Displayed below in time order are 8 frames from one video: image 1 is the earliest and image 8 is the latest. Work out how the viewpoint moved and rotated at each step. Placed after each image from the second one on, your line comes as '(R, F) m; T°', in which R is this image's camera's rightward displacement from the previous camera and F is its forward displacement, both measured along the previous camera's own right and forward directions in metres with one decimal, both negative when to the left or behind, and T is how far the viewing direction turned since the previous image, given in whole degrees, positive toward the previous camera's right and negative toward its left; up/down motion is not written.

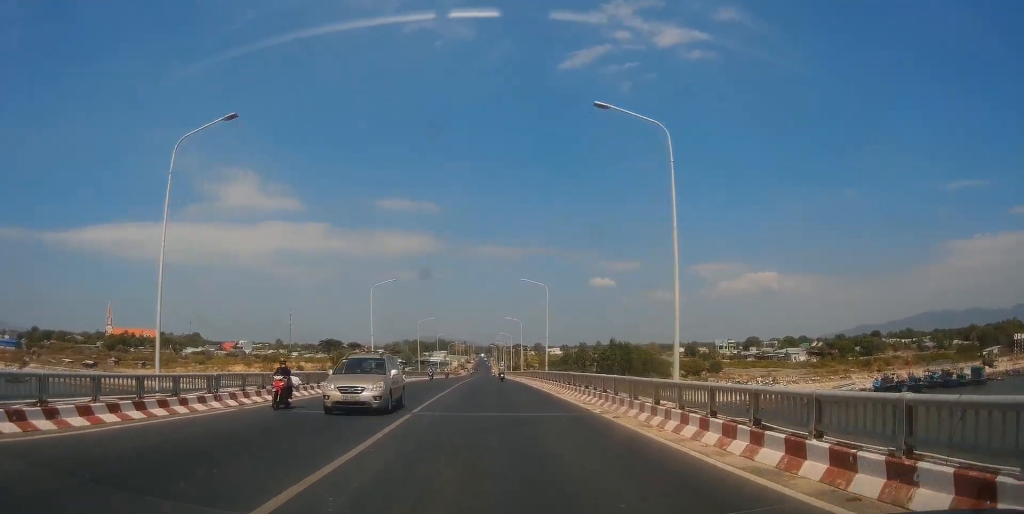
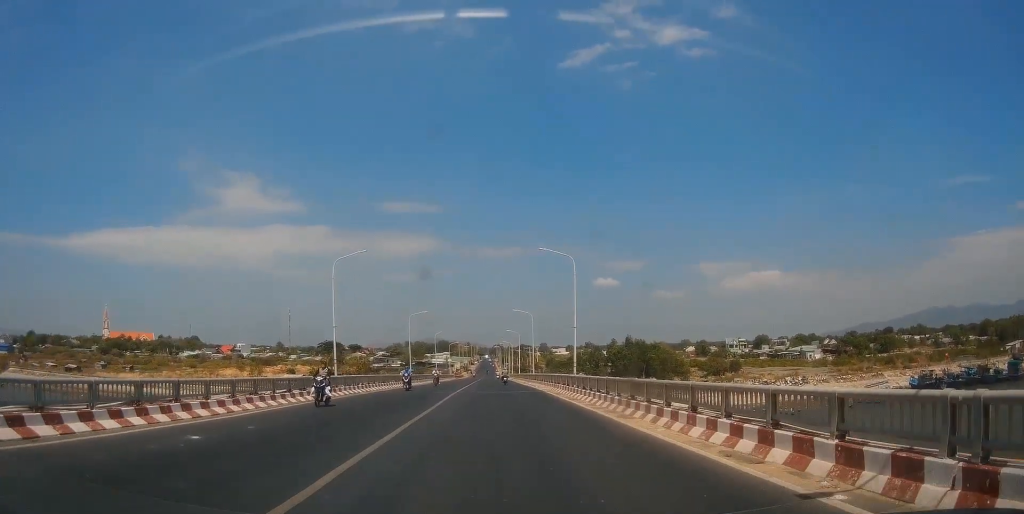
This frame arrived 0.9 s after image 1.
(+0.2, +13.7) m; 0°
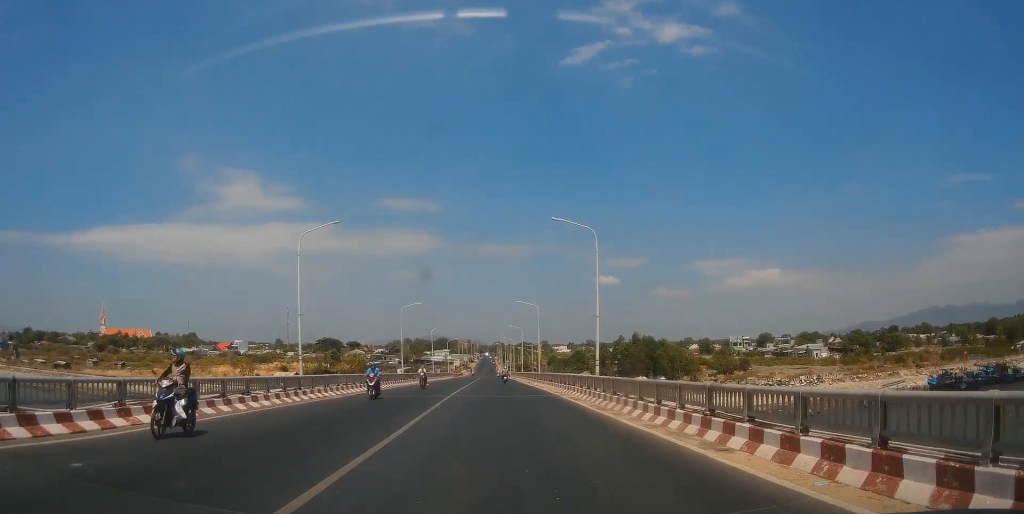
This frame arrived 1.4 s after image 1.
(+0.3, +7.0) m; -1°
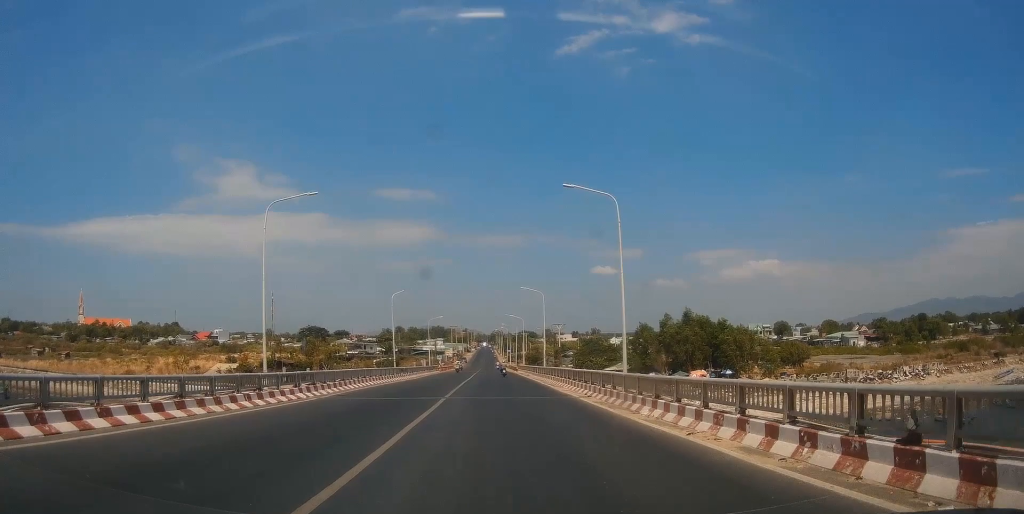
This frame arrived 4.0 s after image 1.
(-1.2, +38.6) m; -1°
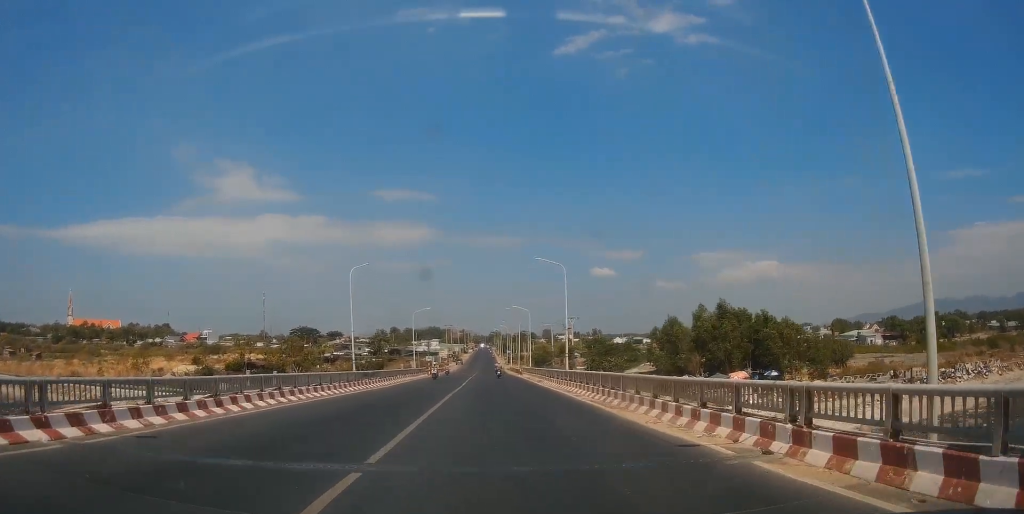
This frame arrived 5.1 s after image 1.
(+0.1, +16.8) m; +2°
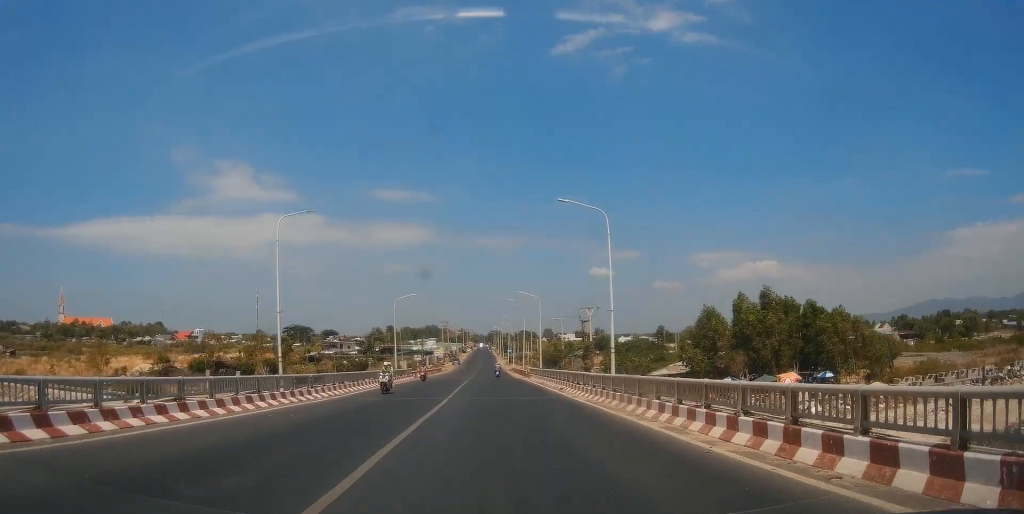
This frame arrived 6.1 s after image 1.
(+0.4, +14.4) m; 0°
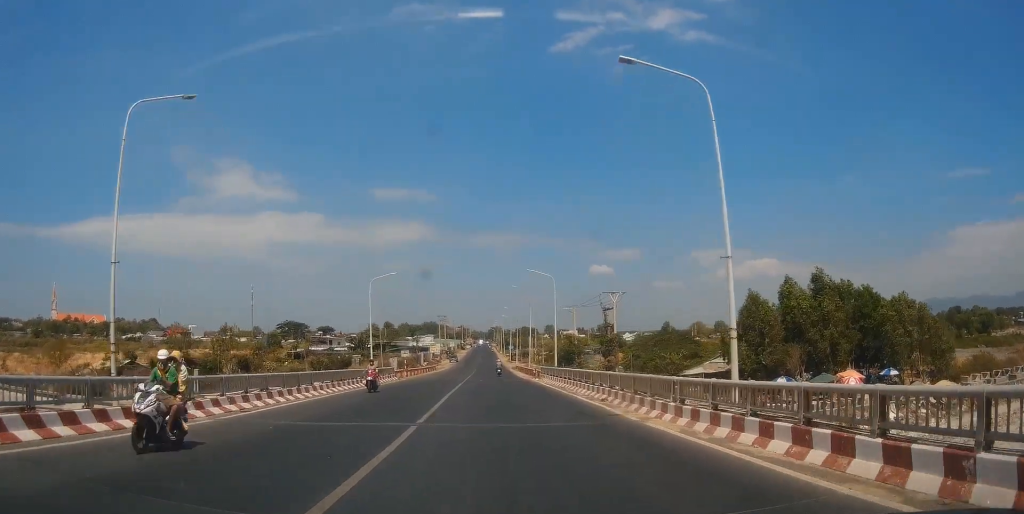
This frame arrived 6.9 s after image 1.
(-0.3, +12.4) m; -1°
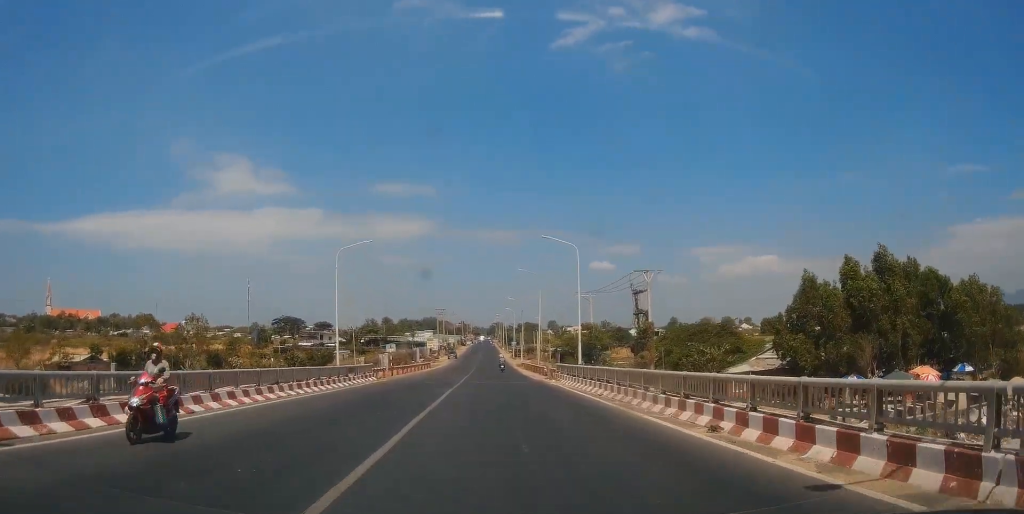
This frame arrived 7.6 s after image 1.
(-0.3, +11.0) m; 0°
